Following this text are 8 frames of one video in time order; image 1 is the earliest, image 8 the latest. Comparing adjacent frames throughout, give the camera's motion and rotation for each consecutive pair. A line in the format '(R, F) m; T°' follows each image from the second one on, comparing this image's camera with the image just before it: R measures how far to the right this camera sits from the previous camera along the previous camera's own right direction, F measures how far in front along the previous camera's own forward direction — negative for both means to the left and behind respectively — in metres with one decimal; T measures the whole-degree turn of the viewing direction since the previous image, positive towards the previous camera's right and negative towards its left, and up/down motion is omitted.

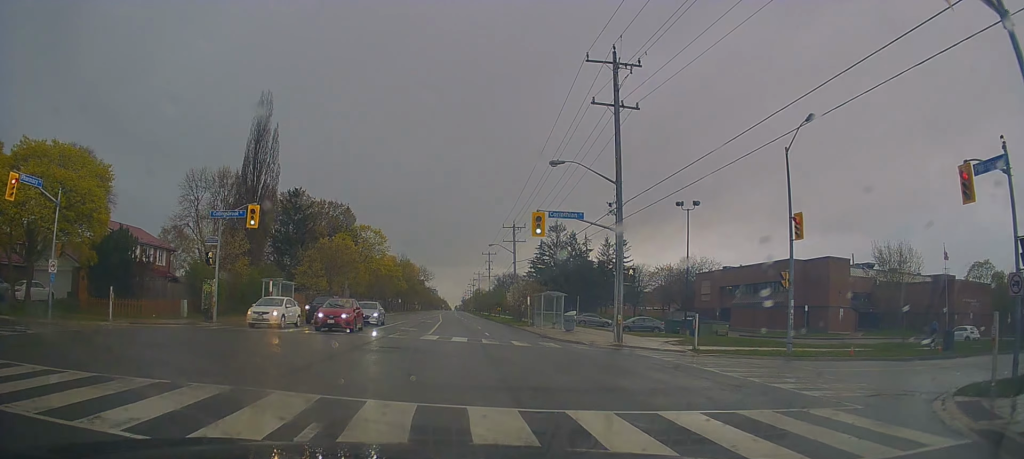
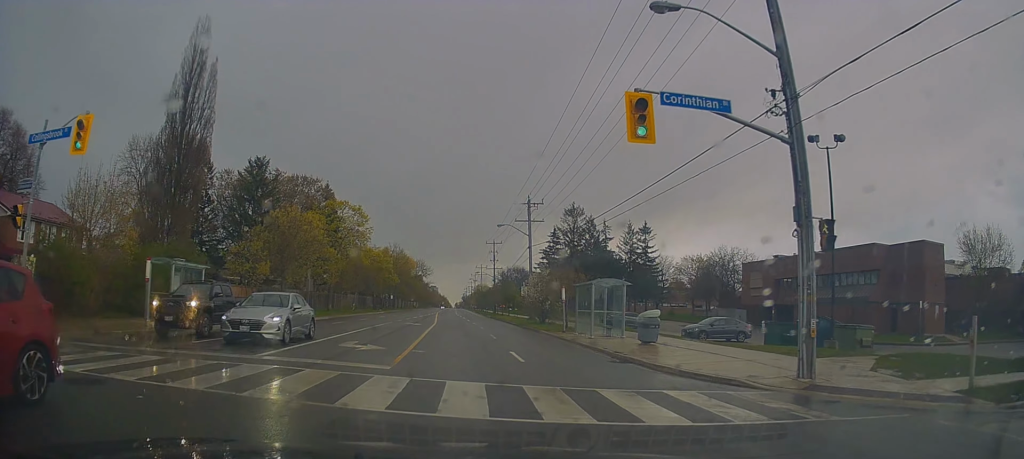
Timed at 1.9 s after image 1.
(-0.4, +16.0) m; -5°
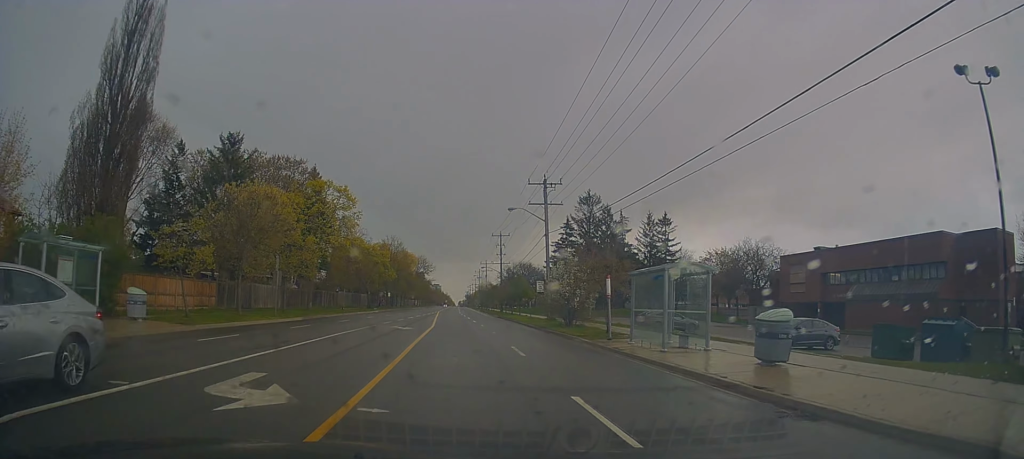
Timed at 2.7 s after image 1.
(-0.5, +9.4) m; -1°
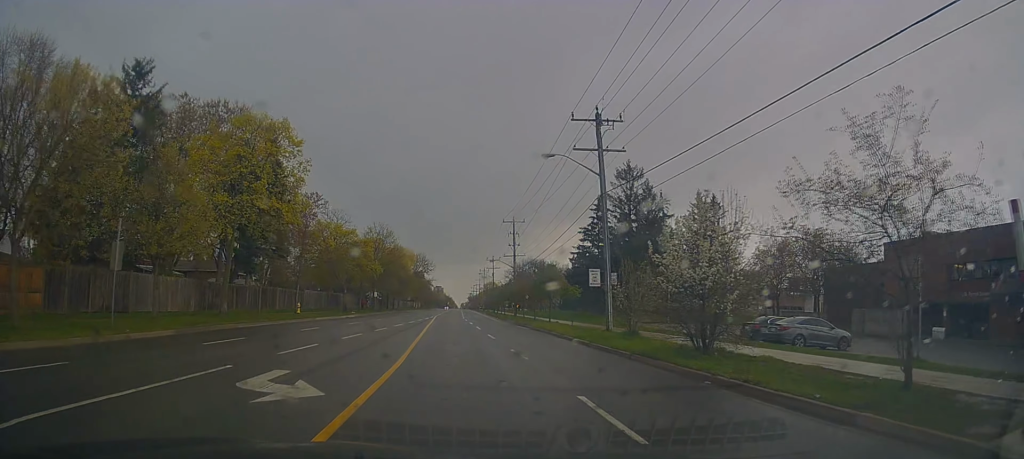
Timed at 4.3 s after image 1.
(+0.2, +19.5) m; +1°
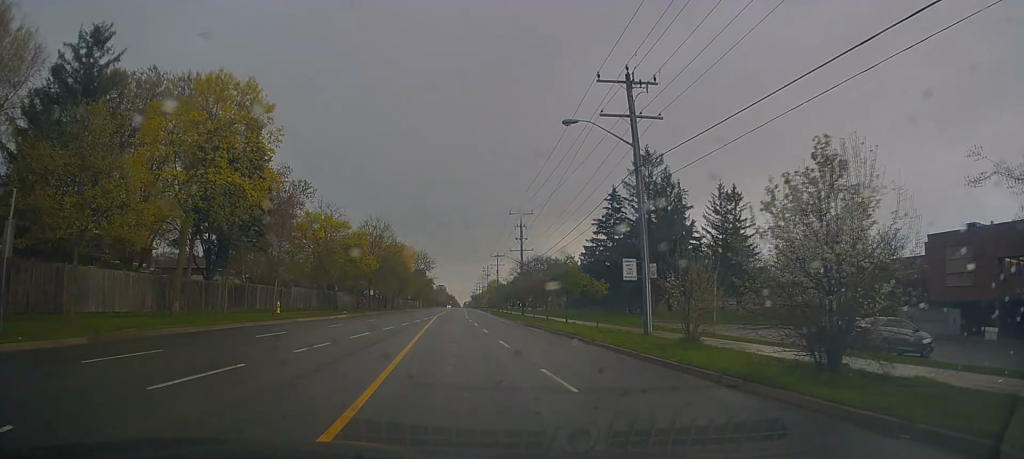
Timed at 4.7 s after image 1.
(-0.3, +5.8) m; +1°
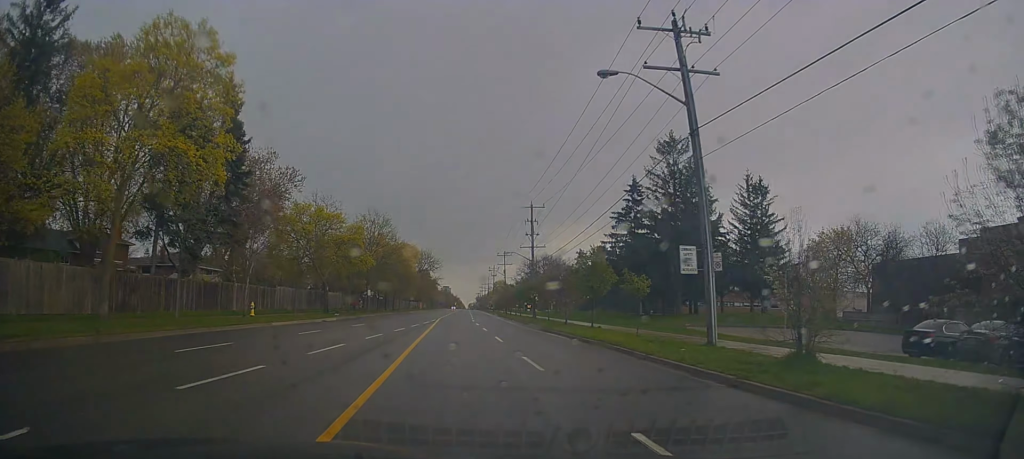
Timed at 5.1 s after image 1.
(+0.3, +5.9) m; 0°
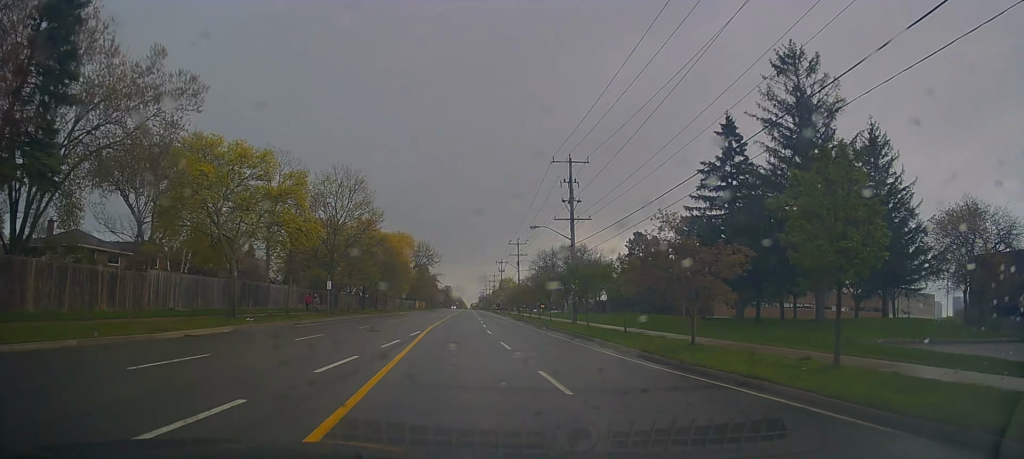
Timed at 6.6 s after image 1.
(0.0, +22.2) m; -2°
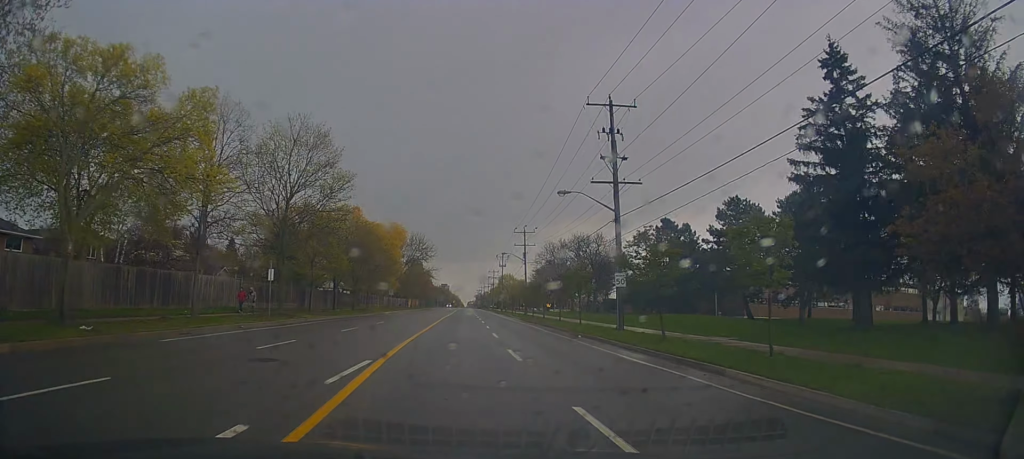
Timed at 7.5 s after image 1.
(0.0, +13.4) m; +1°
